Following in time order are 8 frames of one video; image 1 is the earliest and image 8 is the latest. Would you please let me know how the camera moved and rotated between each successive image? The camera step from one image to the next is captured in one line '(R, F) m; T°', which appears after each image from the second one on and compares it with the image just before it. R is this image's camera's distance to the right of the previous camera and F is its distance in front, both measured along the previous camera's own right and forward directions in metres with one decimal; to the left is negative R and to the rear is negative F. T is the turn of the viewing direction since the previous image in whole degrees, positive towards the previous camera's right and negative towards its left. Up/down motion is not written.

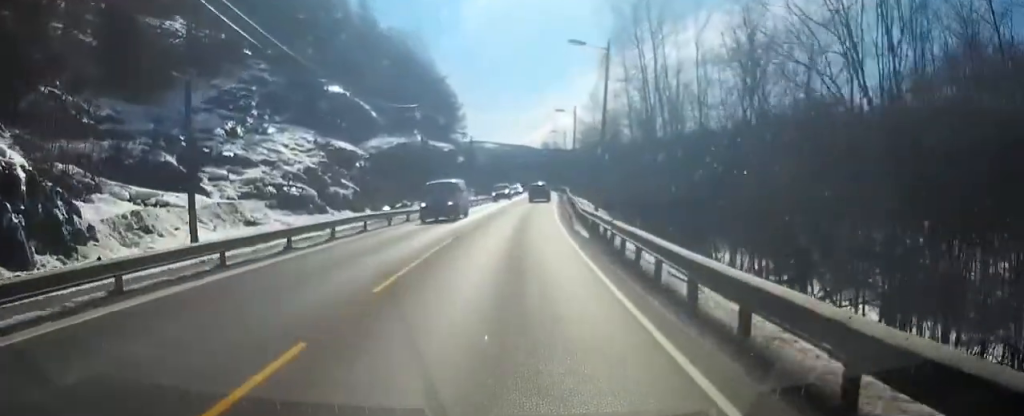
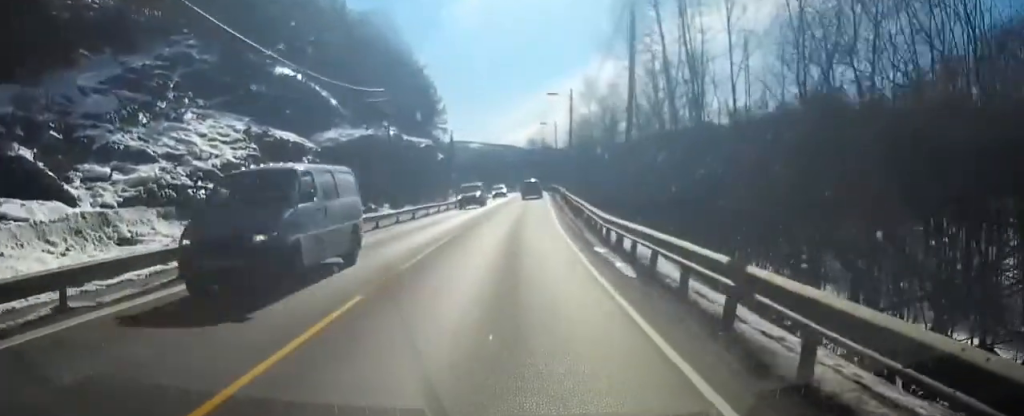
(+0.2, +9.3) m; +1°
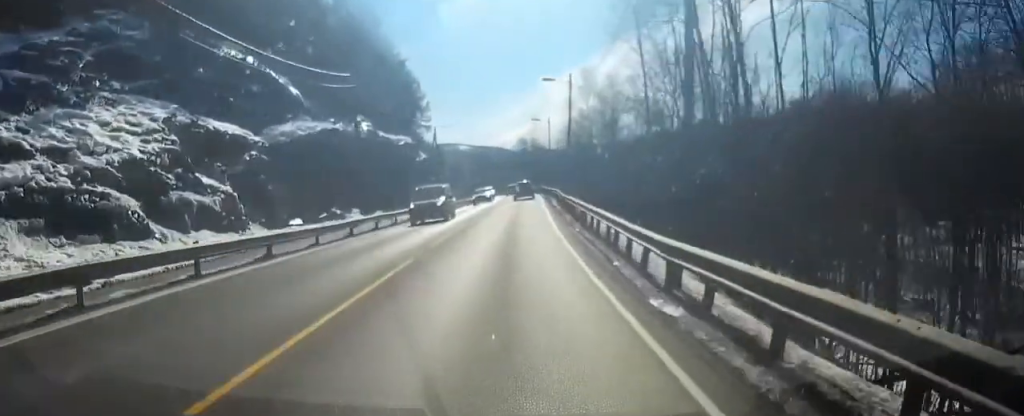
(+0.1, +7.4) m; +1°
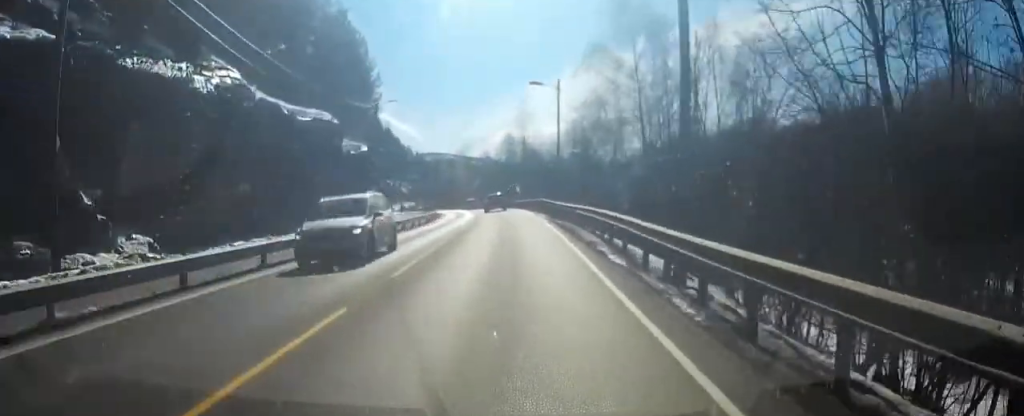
(+0.6, +28.9) m; +3°
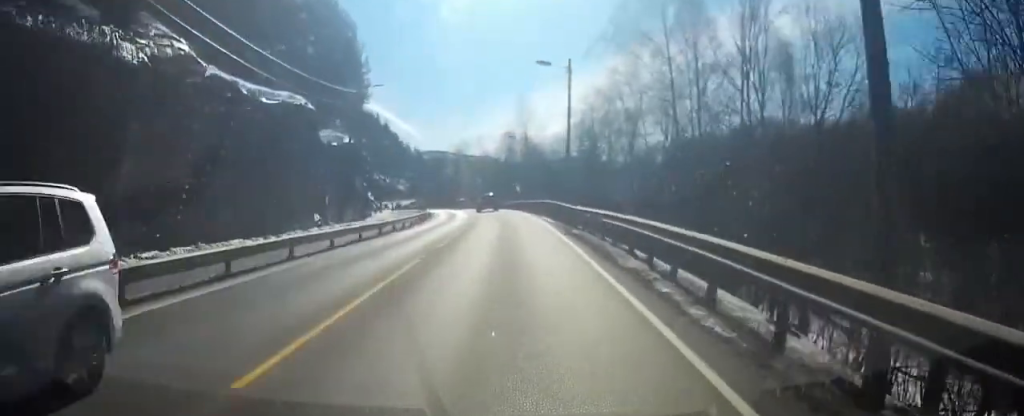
(+0.1, +6.3) m; 0°
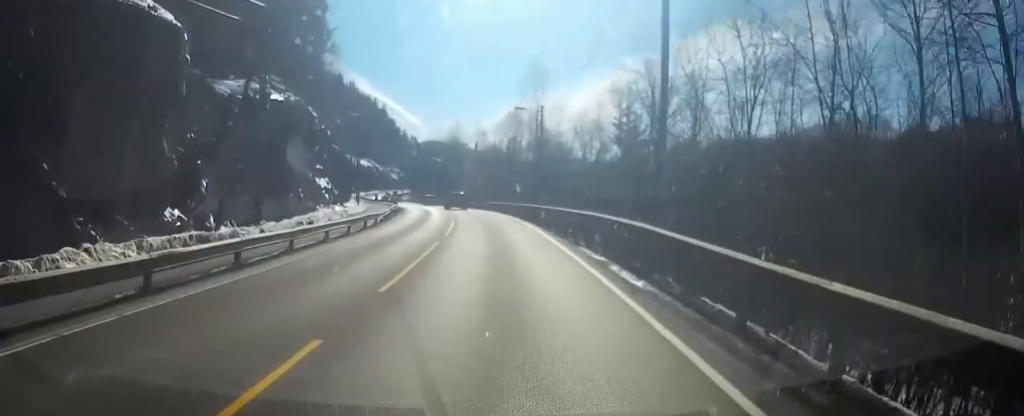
(+0.1, +19.4) m; -1°
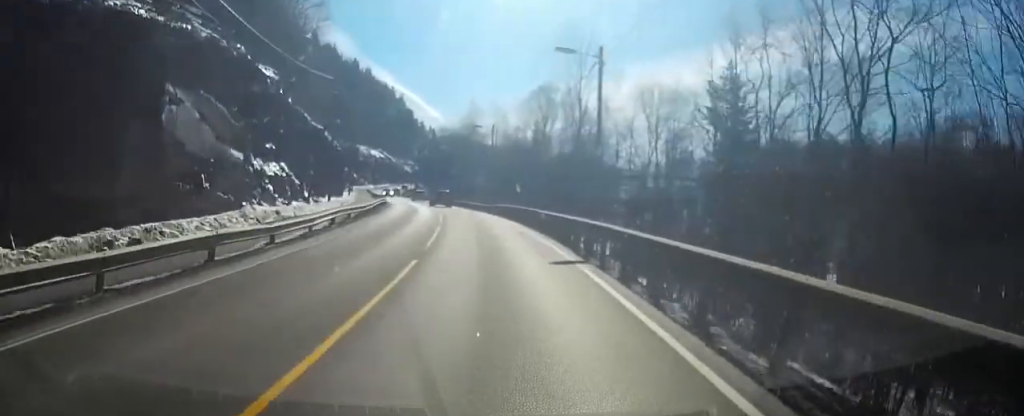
(-0.2, +17.6) m; -1°
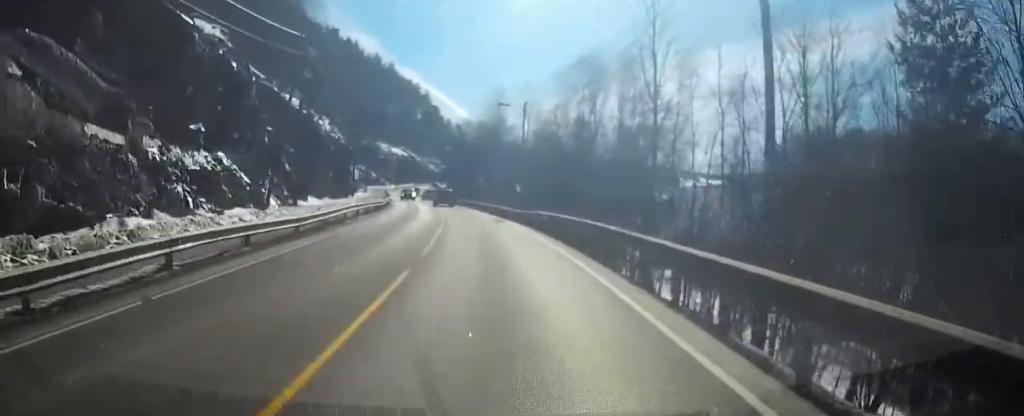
(-0.1, +14.3) m; -2°
